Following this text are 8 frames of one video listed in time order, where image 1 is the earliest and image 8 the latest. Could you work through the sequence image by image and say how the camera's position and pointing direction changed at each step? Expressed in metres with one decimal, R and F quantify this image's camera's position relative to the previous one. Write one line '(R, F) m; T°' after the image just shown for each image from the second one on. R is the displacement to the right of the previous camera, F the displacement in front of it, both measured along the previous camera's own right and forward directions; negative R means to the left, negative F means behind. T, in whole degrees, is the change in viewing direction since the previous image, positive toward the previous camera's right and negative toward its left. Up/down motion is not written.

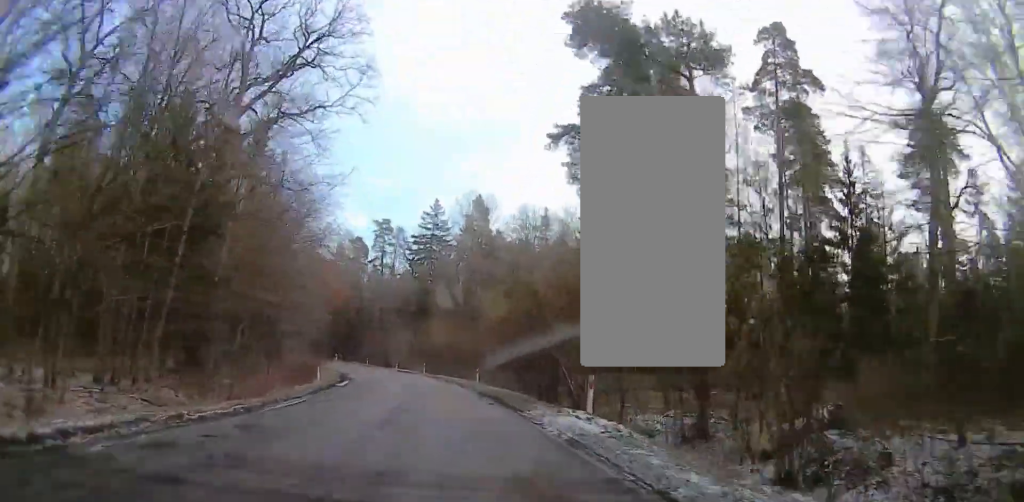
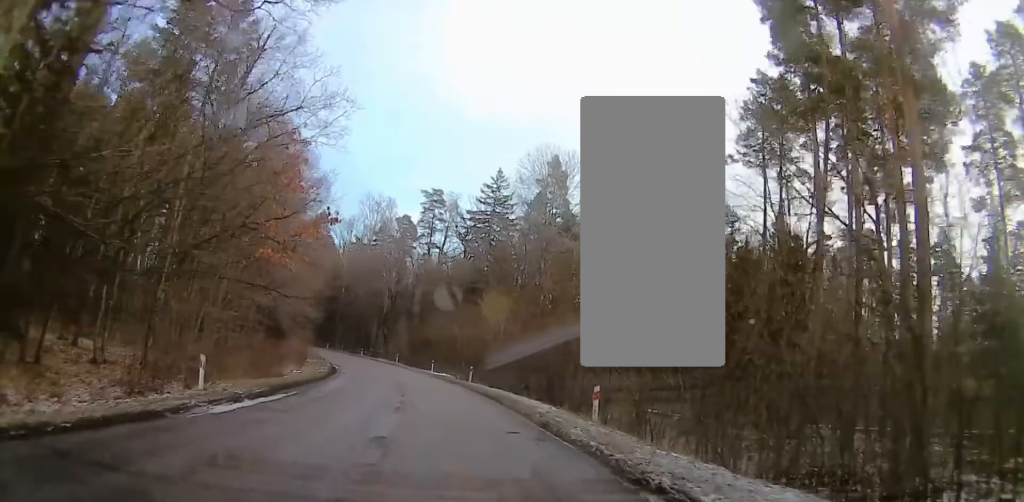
(-0.2, +26.6) m; -3°
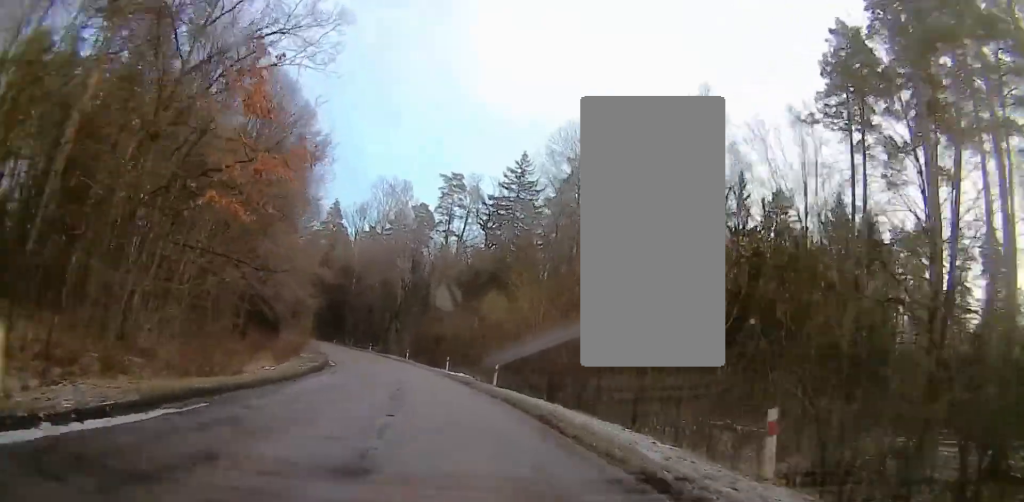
(-0.3, +8.5) m; -2°
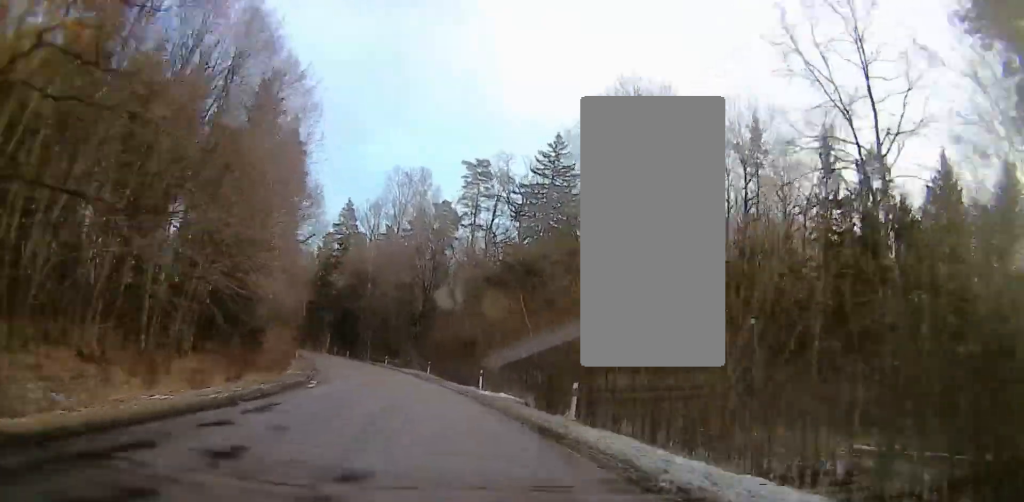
(-0.3, +13.5) m; -2°
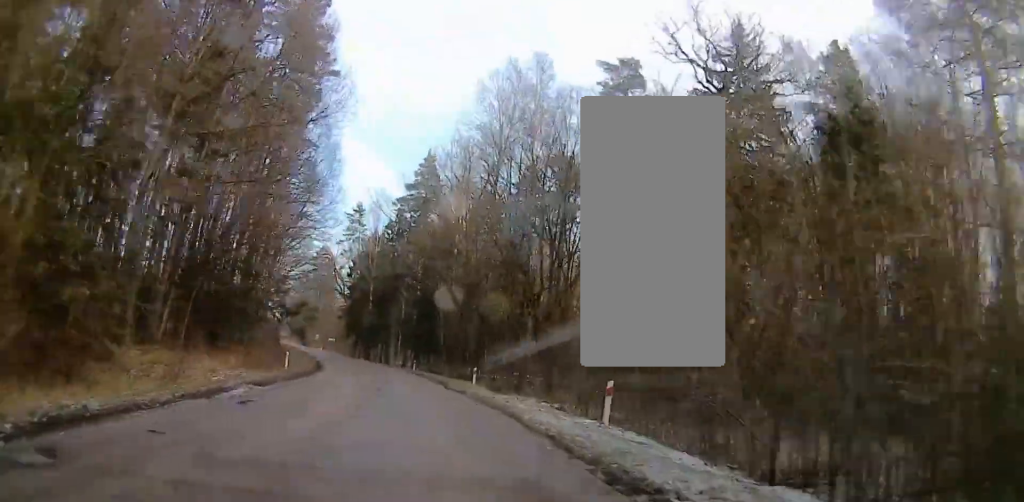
(-0.9, +35.1) m; -4°
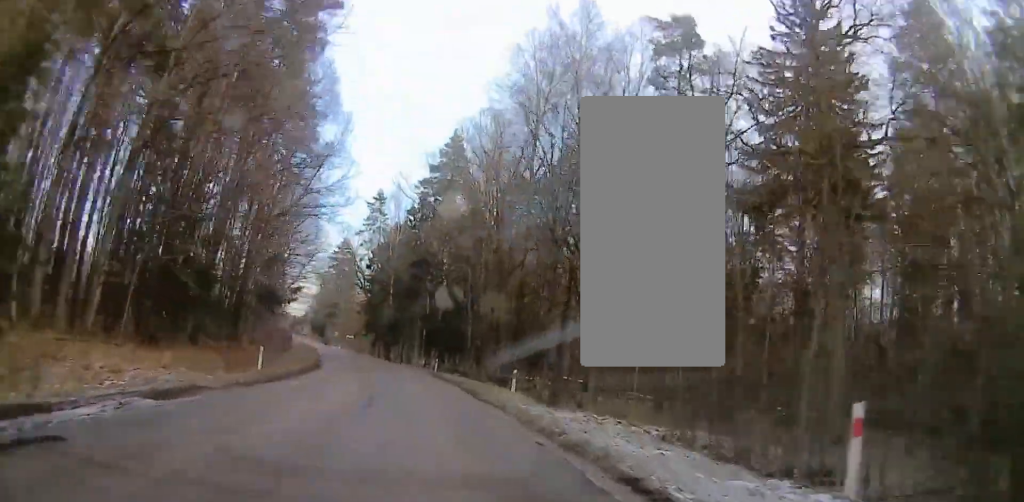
(-0.2, +8.1) m; -3°
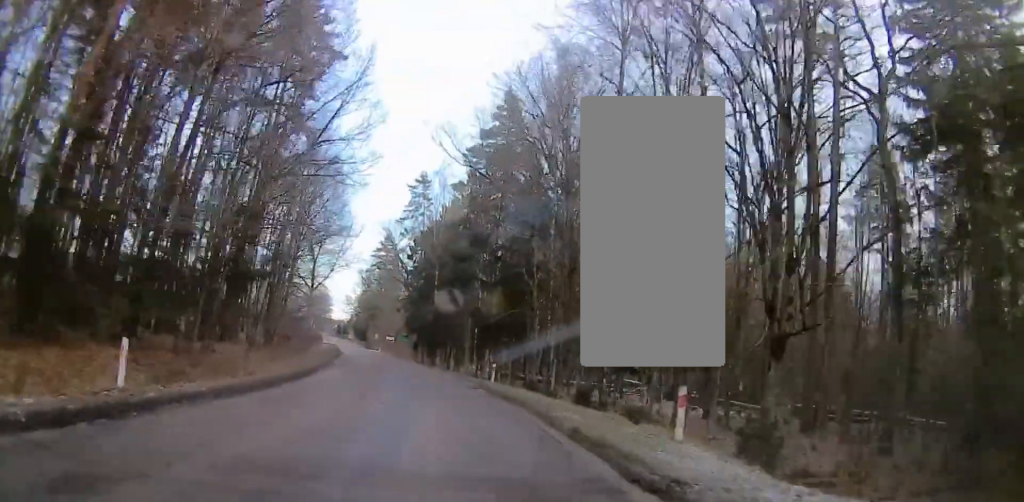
(-0.1, +13.0) m; -6°
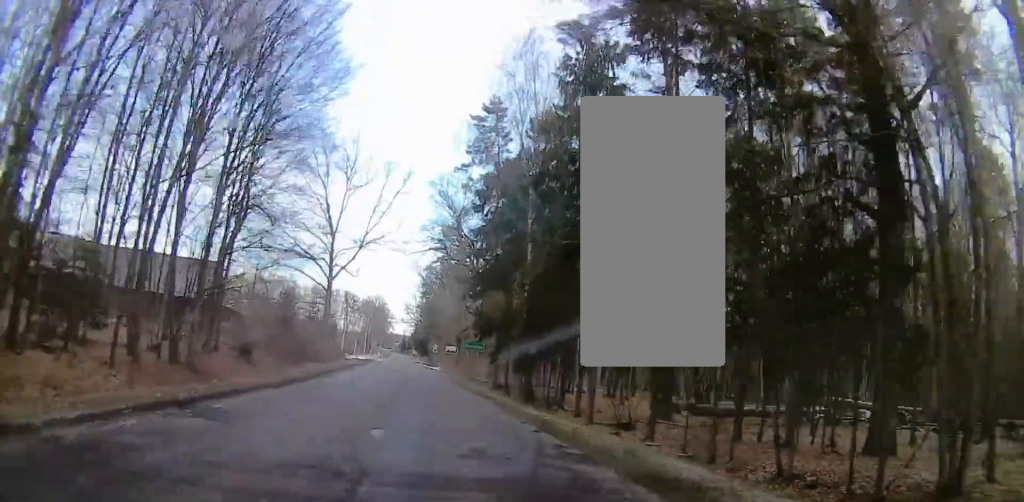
(-3.7, +39.6) m; -6°
